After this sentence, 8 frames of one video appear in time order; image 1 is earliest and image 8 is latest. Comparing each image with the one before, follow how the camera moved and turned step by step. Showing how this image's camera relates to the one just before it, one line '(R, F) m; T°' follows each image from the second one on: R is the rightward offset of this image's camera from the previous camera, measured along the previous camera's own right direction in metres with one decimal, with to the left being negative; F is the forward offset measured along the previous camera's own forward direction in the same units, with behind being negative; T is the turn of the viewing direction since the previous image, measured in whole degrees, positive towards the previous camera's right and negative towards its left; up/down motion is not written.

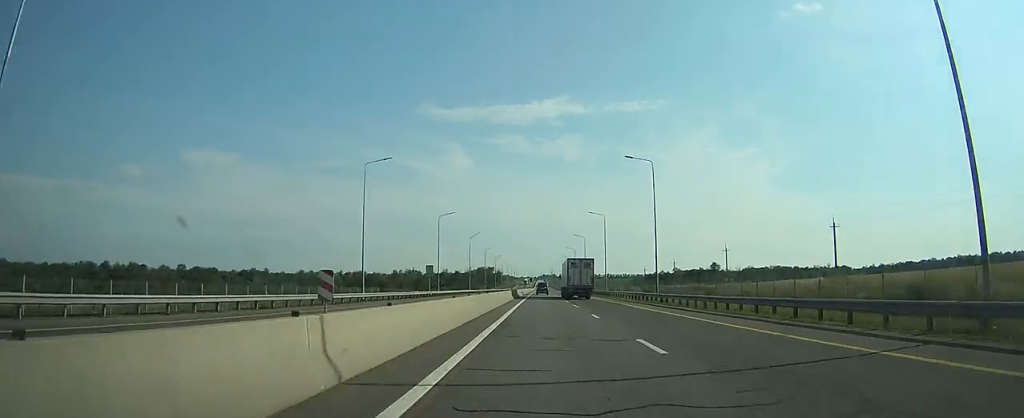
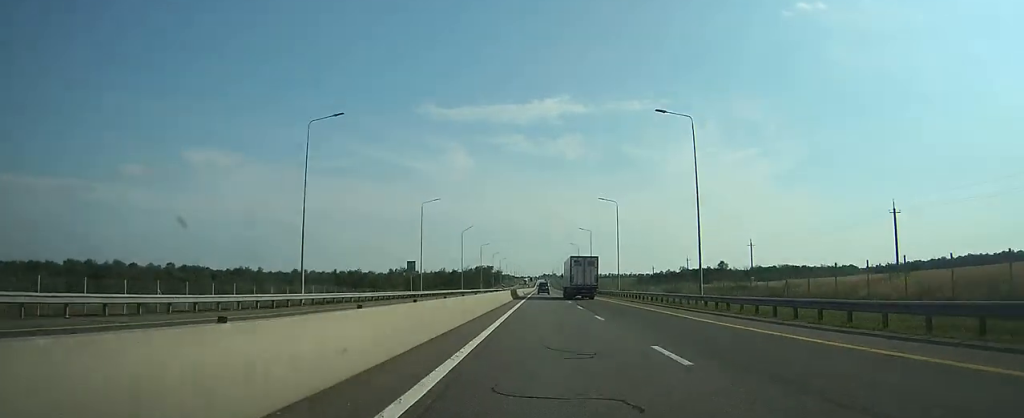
(0.0, +14.1) m; 0°
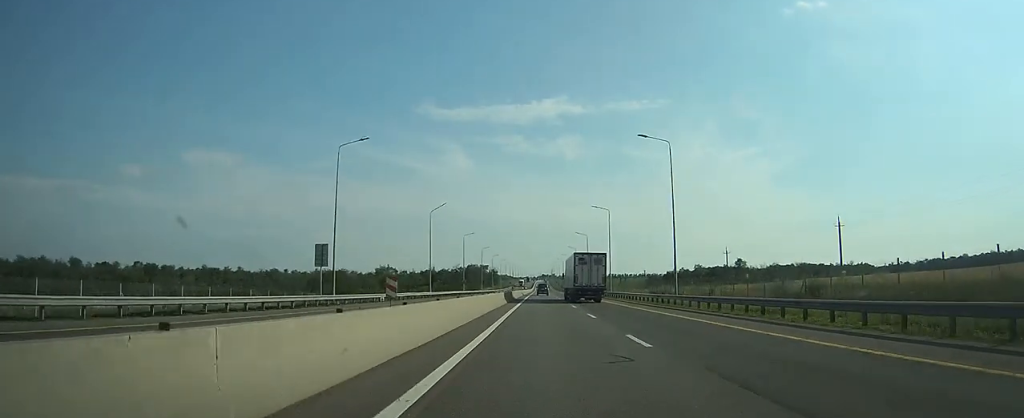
(0.0, +33.1) m; 0°
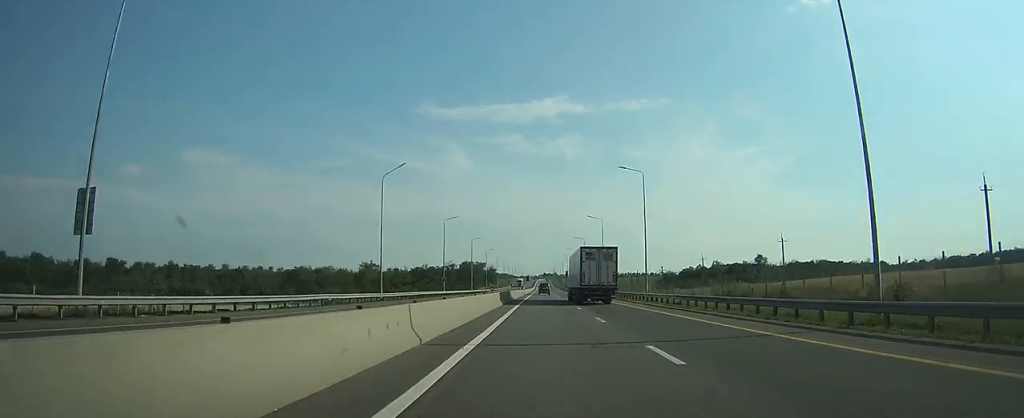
(0.0, +27.1) m; 0°
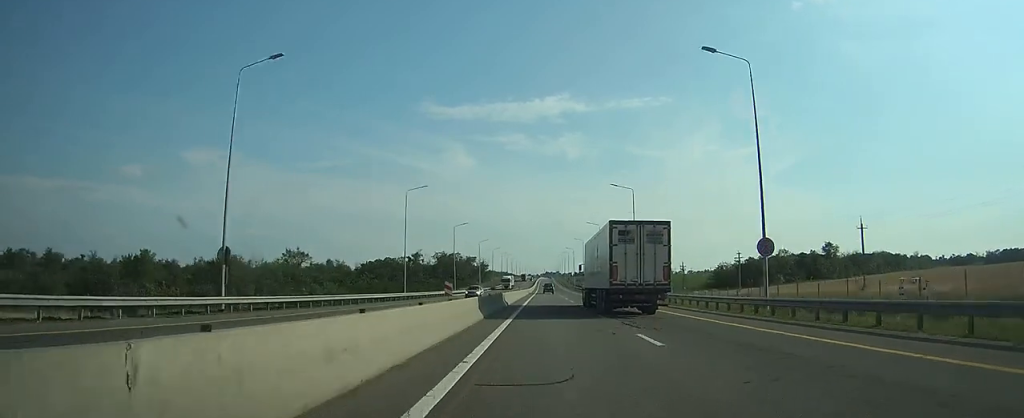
(-0.2, +68.8) m; 0°
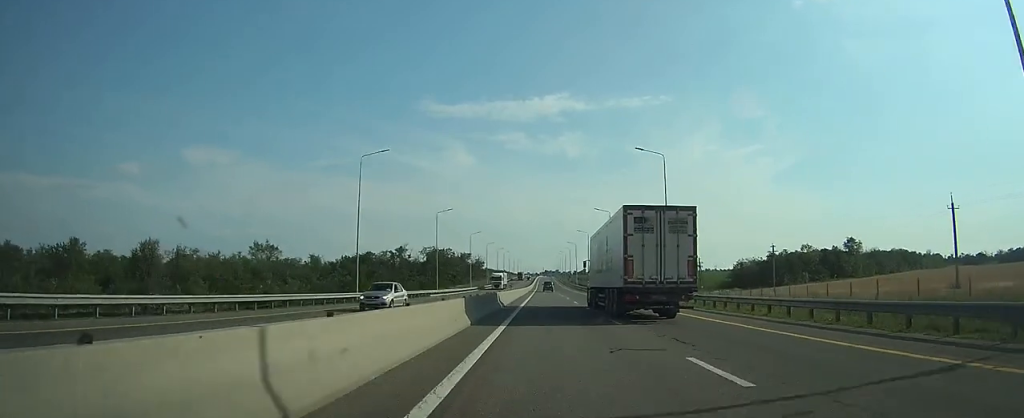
(0.0, +17.4) m; 0°
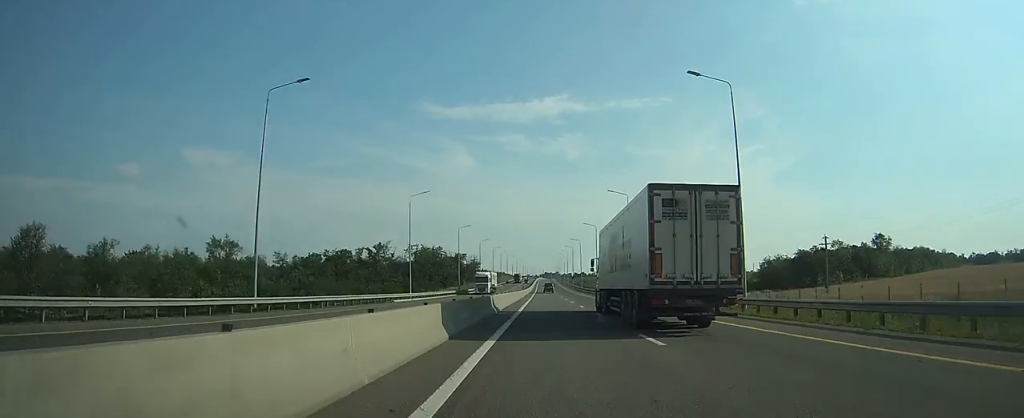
(0.0, +18.6) m; 0°
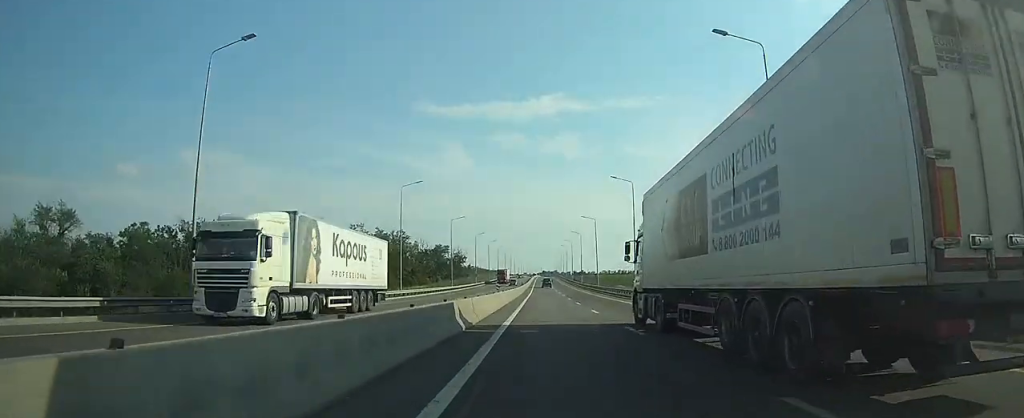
(+0.1, +45.8) m; 0°
